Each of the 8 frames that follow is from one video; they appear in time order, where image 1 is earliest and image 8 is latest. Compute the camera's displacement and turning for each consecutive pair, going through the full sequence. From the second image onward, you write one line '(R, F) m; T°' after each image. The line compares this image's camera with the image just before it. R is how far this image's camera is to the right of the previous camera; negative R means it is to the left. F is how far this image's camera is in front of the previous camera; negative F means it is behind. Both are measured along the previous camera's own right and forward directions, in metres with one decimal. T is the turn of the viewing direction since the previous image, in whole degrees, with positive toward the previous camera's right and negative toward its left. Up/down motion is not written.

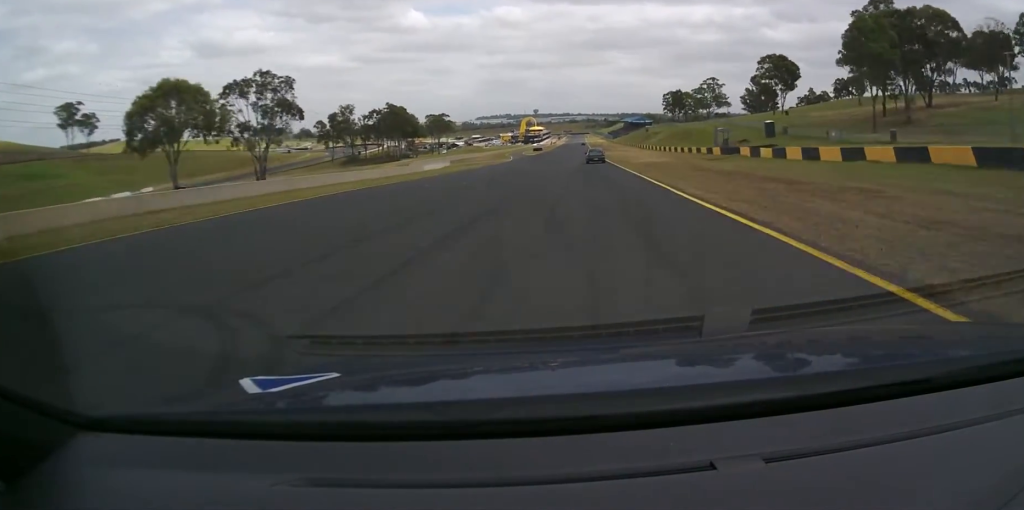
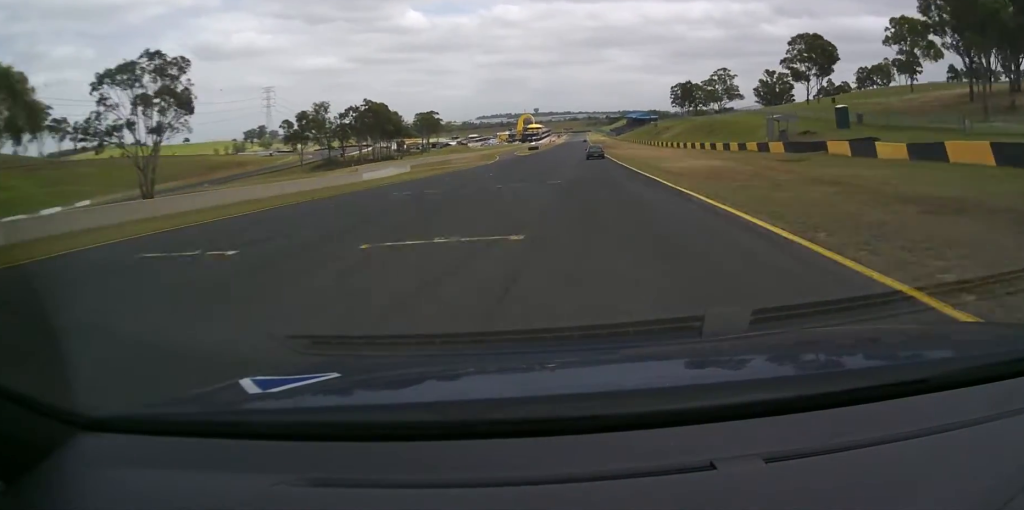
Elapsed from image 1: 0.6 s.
(+0.2, +26.8) m; 0°
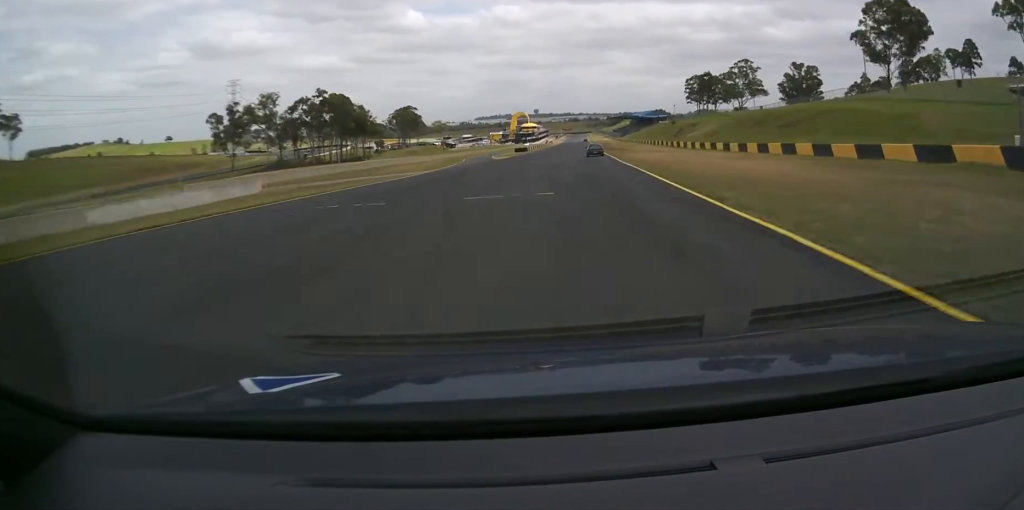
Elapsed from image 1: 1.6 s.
(0.0, +41.1) m; 0°
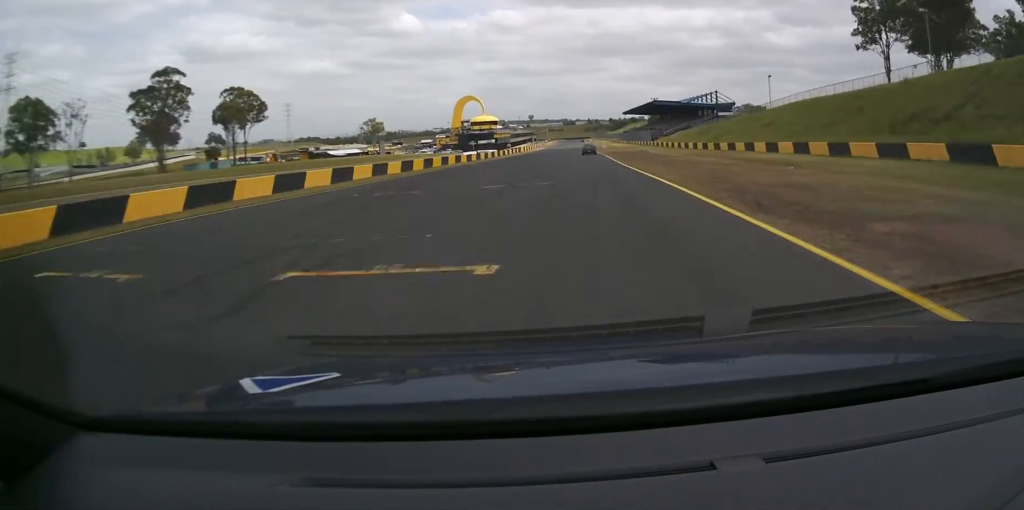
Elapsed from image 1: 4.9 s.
(+0.1, +160.7) m; 0°
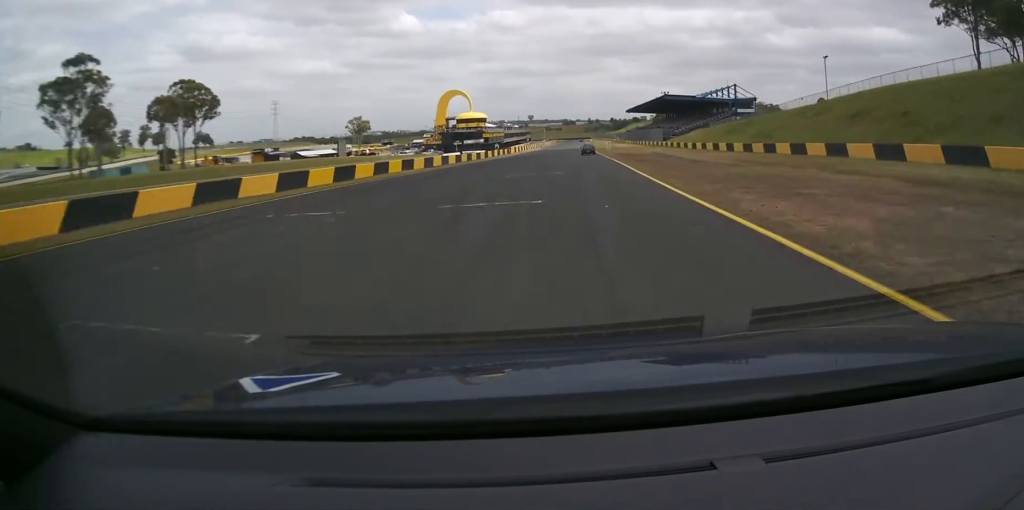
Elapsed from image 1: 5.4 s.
(0.0, +24.3) m; 0°
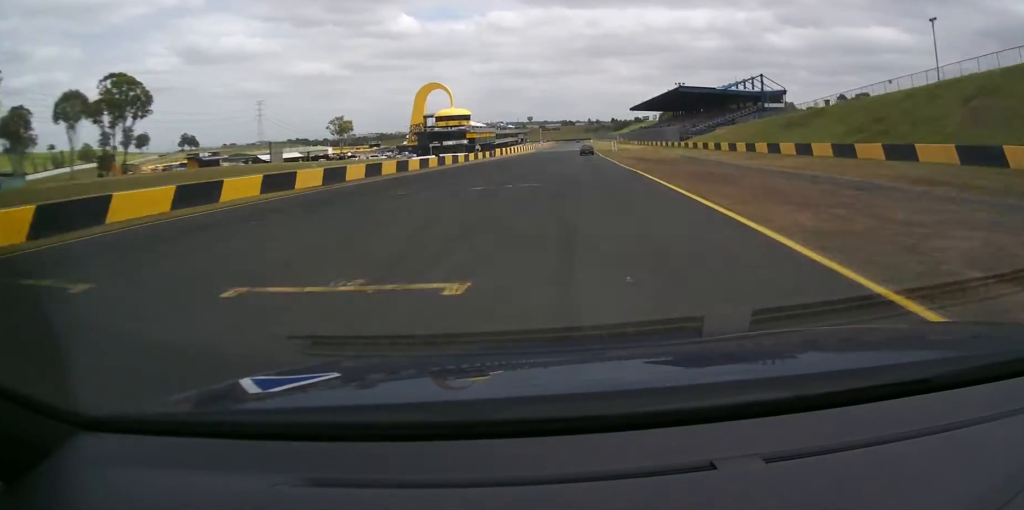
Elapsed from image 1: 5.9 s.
(-0.1, +26.1) m; 0°
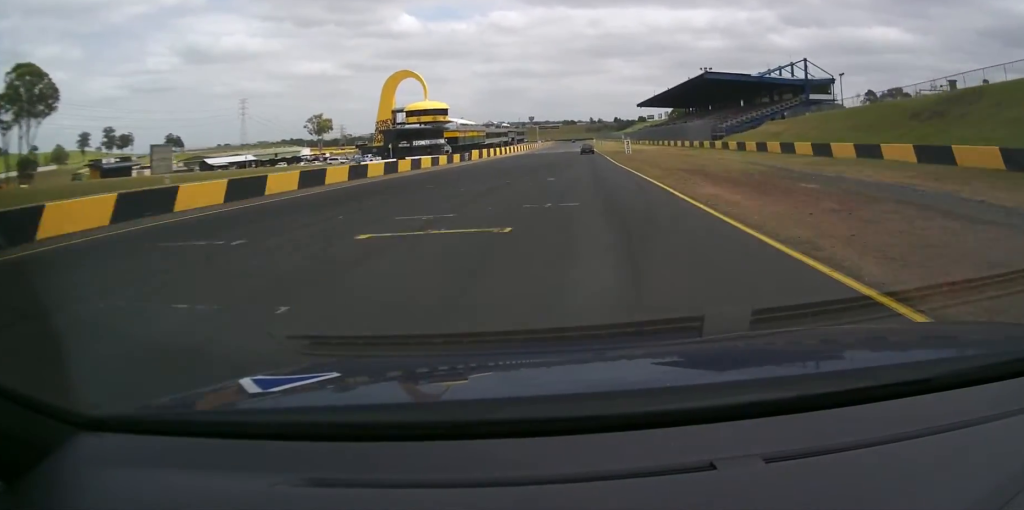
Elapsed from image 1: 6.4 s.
(+0.2, +28.6) m; 0°
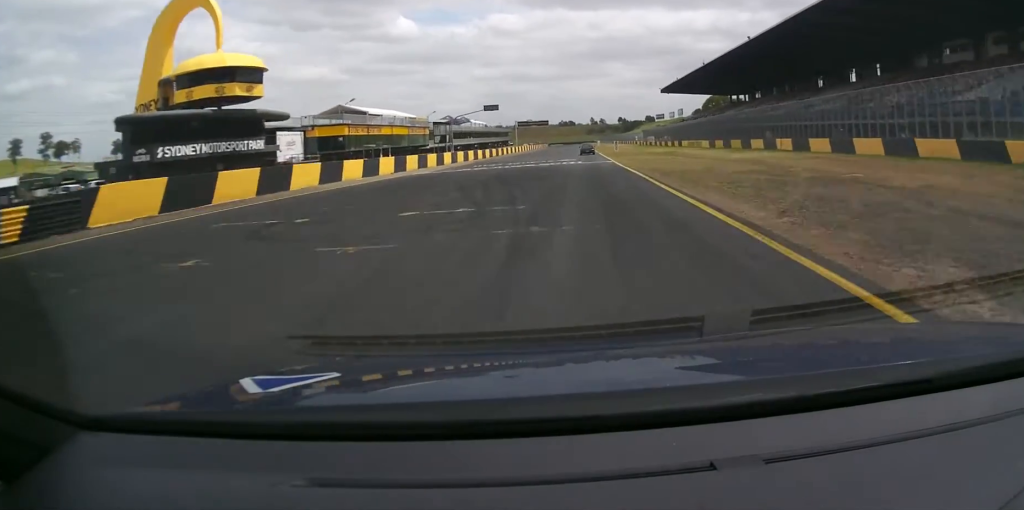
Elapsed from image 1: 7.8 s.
(+0.2, +78.0) m; 0°
